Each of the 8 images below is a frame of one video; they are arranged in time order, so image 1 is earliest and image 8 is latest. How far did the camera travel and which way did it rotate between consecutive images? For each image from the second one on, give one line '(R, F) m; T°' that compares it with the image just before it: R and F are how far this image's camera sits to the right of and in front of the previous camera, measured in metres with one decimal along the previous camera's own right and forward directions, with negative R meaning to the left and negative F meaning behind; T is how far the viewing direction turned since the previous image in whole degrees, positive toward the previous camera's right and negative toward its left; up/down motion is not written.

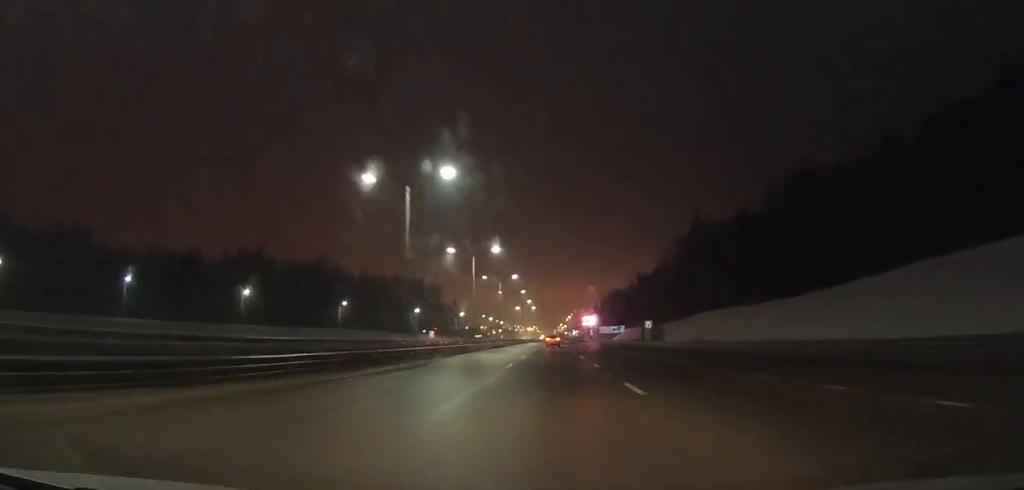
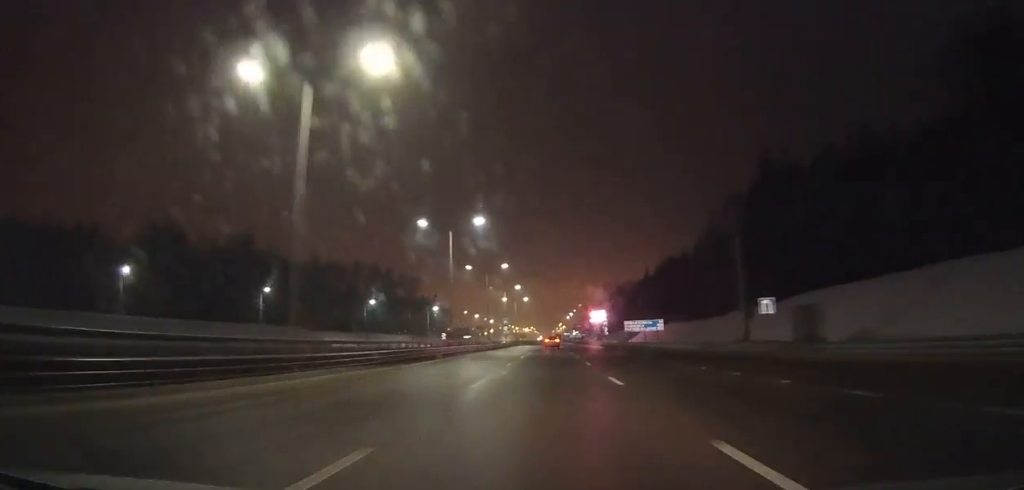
(+0.1, +45.3) m; 0°
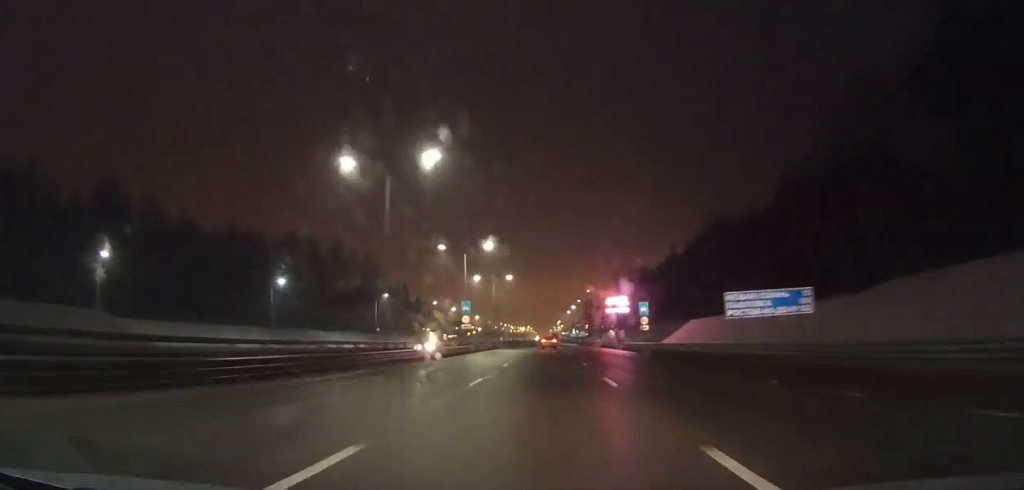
(+0.2, +47.9) m; 0°
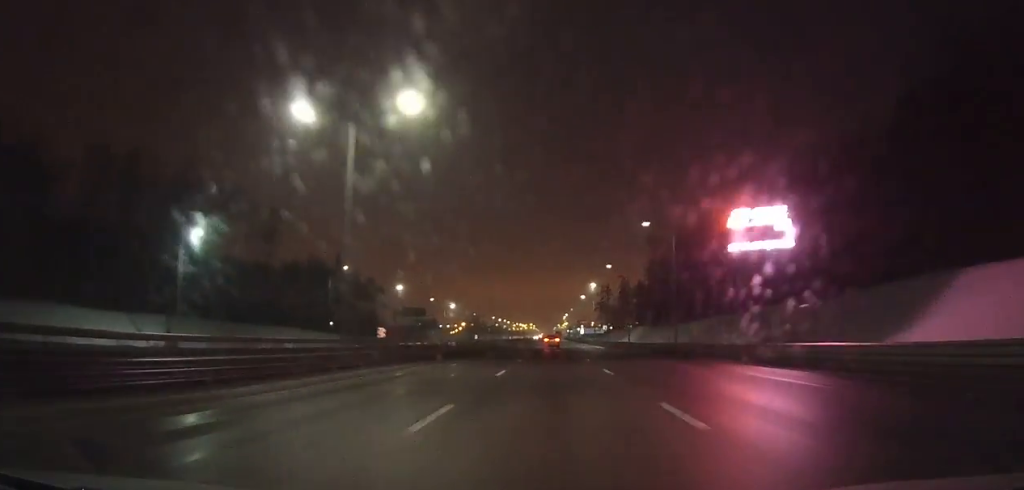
(-0.2, +67.8) m; 0°
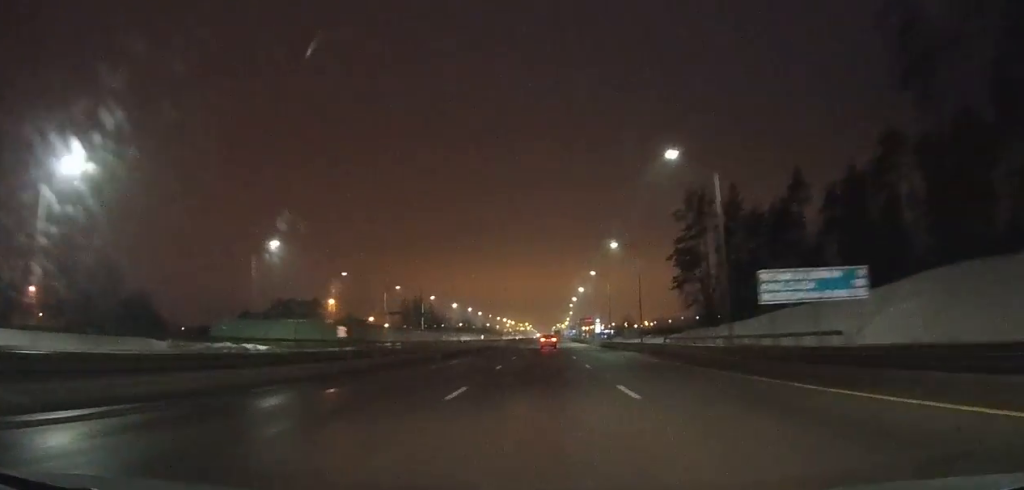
(-0.1, +140.3) m; 0°
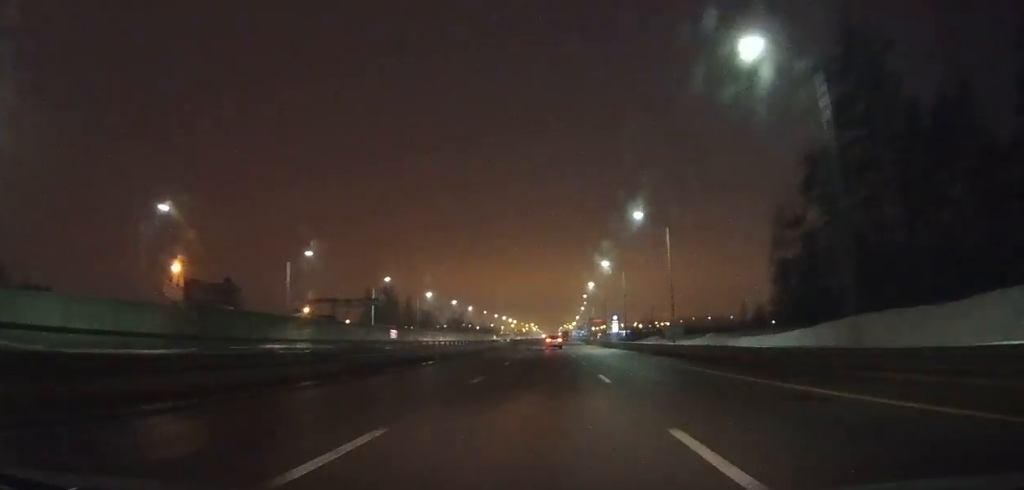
(0.0, +42.7) m; 0°
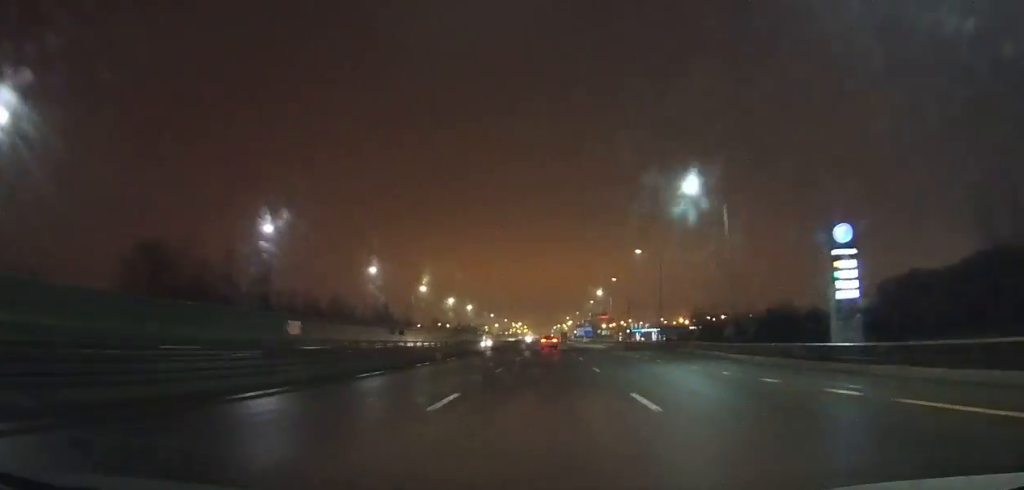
(-0.4, +164.1) m; 0°
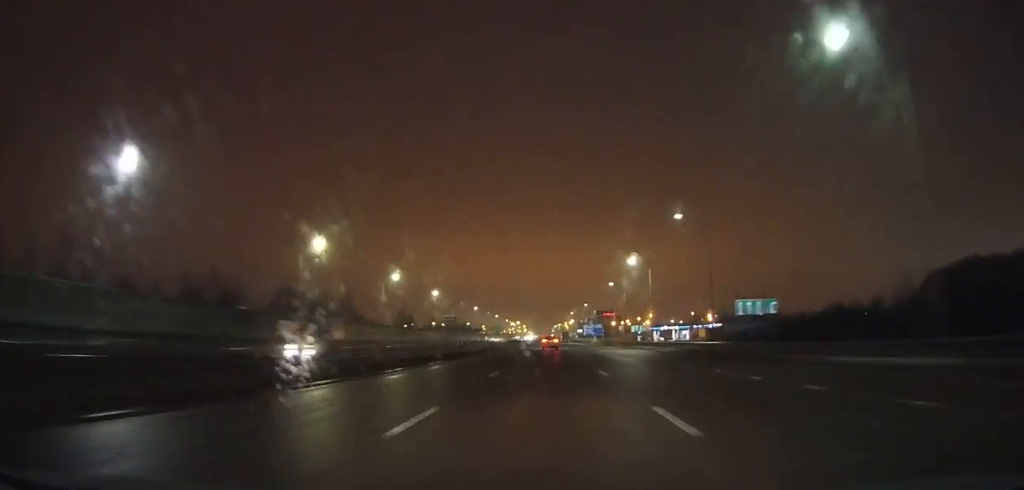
(+0.1, +50.7) m; 0°
